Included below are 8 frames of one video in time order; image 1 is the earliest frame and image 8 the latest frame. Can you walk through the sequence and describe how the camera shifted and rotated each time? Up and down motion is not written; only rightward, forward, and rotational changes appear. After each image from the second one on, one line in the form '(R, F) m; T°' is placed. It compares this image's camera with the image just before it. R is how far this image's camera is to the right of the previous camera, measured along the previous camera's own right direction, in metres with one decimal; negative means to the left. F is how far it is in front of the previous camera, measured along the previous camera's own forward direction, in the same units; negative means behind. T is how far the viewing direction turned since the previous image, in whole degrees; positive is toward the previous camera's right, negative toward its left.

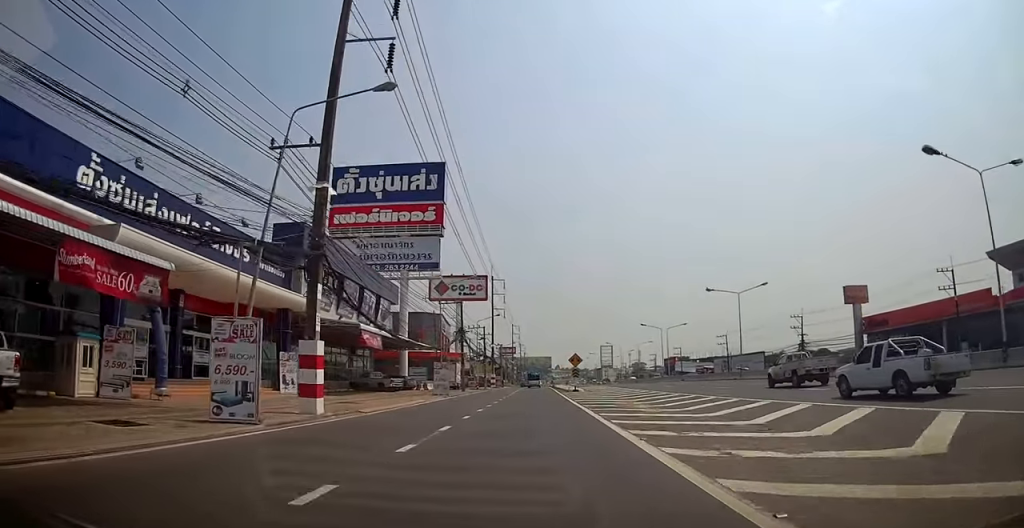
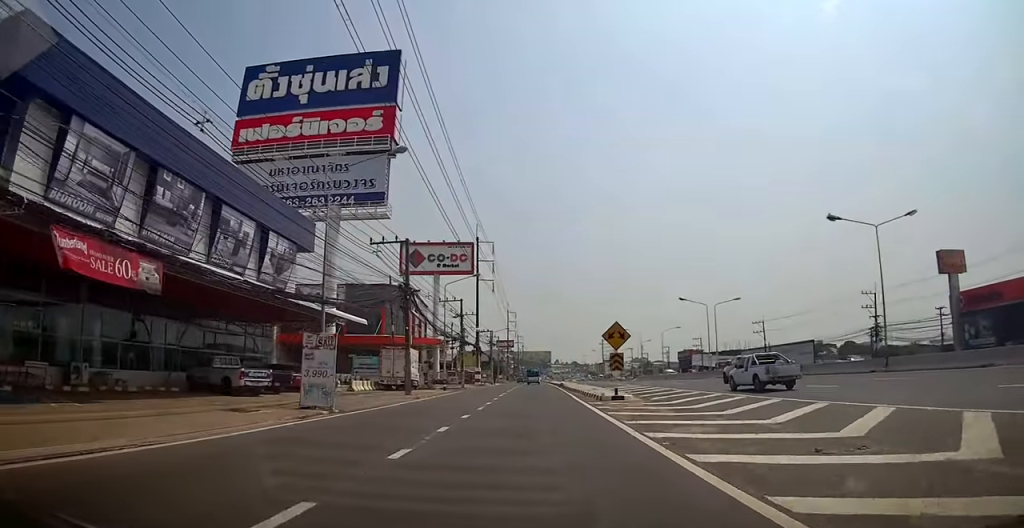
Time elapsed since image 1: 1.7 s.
(+0.5, +24.6) m; +1°
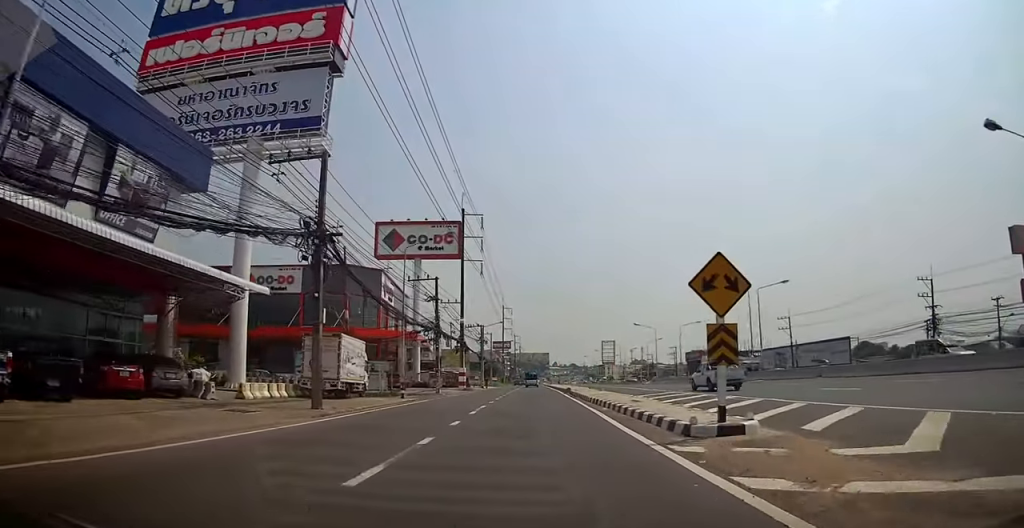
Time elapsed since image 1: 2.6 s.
(-0.2, +13.8) m; +1°
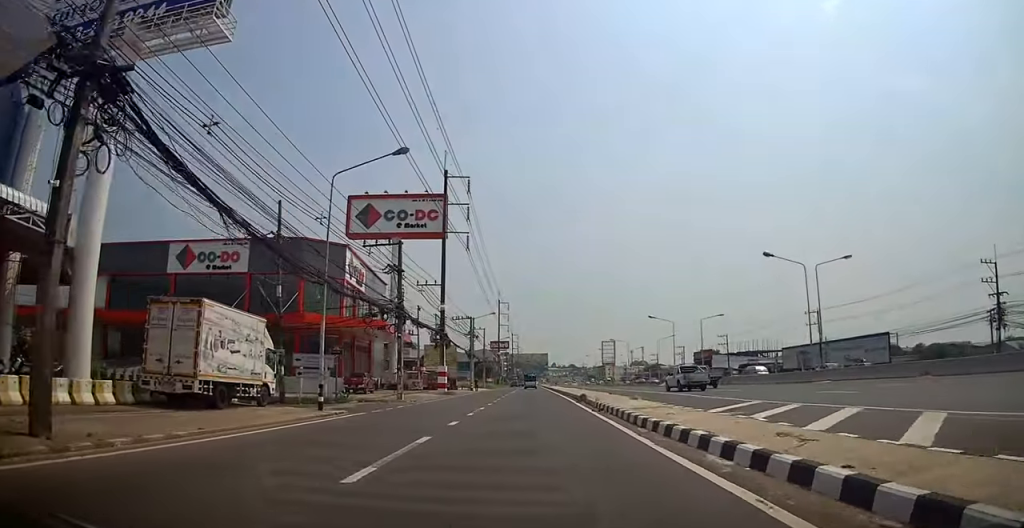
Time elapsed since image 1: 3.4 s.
(+0.6, +12.0) m; 0°
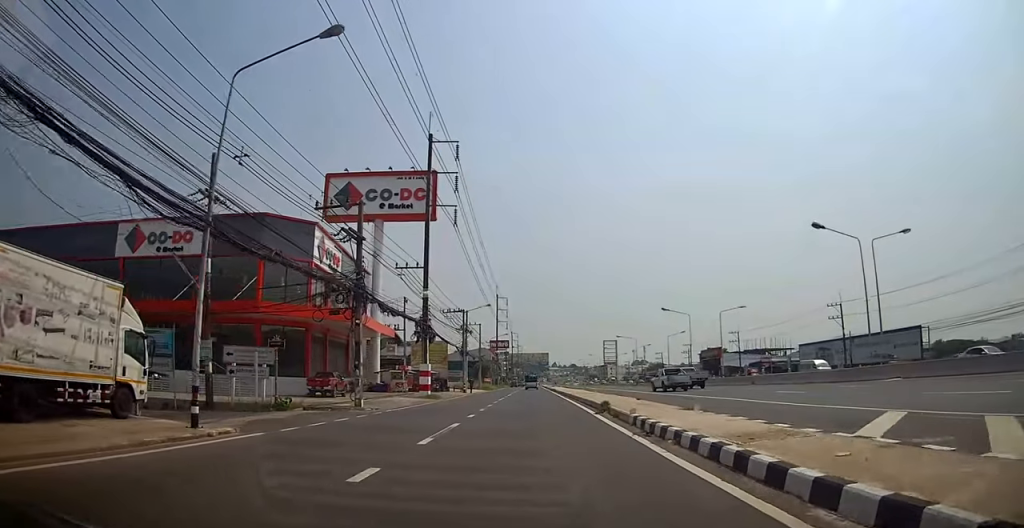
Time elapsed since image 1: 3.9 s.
(-0.5, +7.8) m; -1°
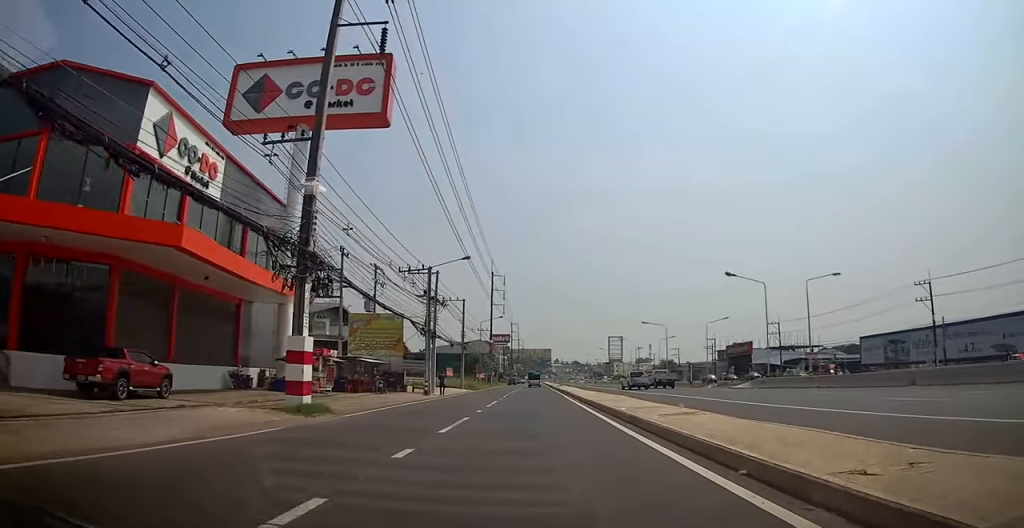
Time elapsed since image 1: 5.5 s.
(0.0, +22.3) m; +2°
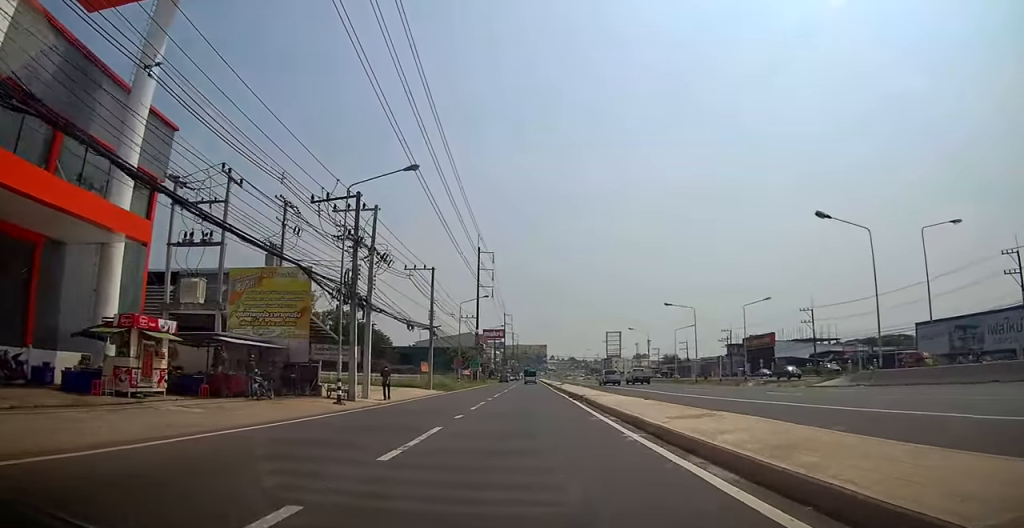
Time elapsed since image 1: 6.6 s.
(+0.3, +16.7) m; 0°
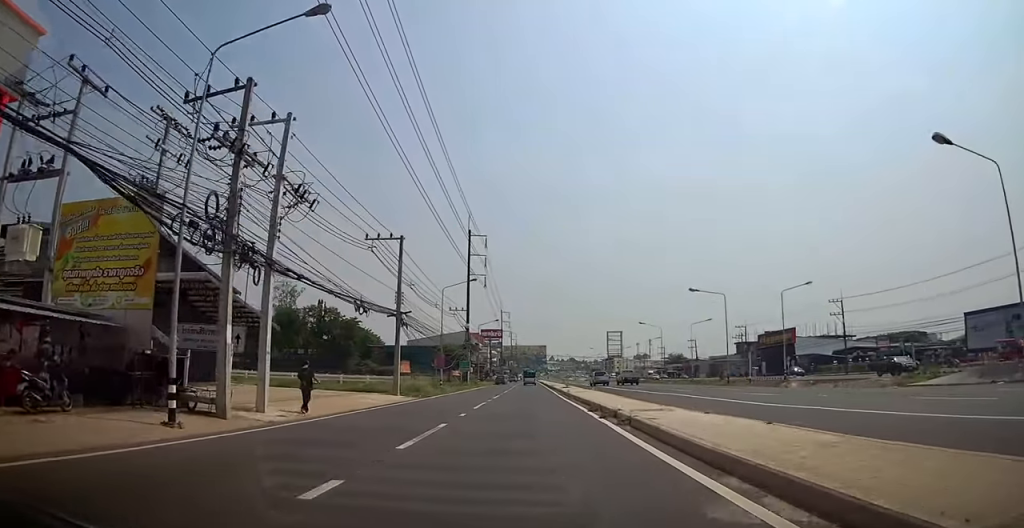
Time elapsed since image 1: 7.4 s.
(-0.4, +10.9) m; 0°
